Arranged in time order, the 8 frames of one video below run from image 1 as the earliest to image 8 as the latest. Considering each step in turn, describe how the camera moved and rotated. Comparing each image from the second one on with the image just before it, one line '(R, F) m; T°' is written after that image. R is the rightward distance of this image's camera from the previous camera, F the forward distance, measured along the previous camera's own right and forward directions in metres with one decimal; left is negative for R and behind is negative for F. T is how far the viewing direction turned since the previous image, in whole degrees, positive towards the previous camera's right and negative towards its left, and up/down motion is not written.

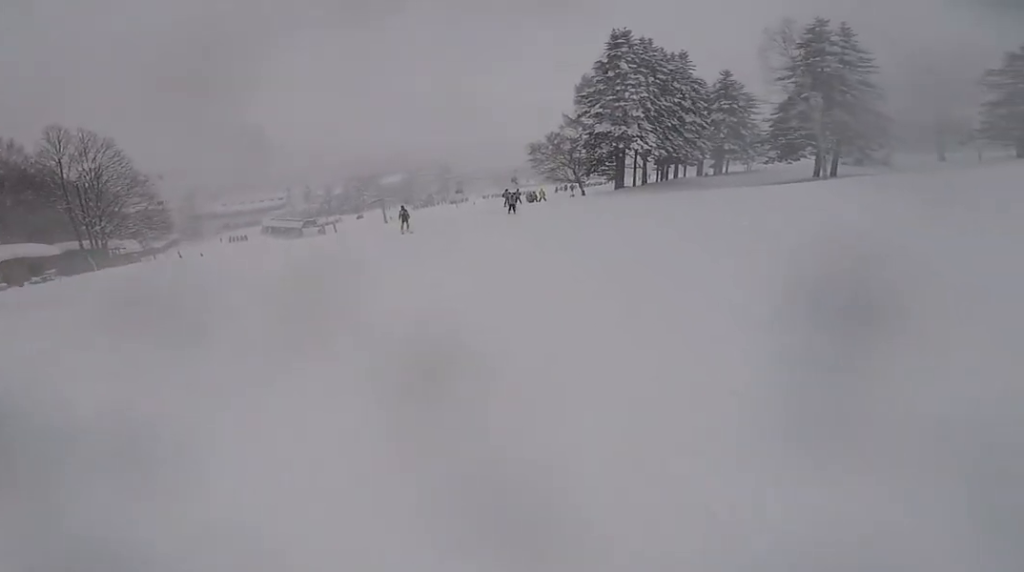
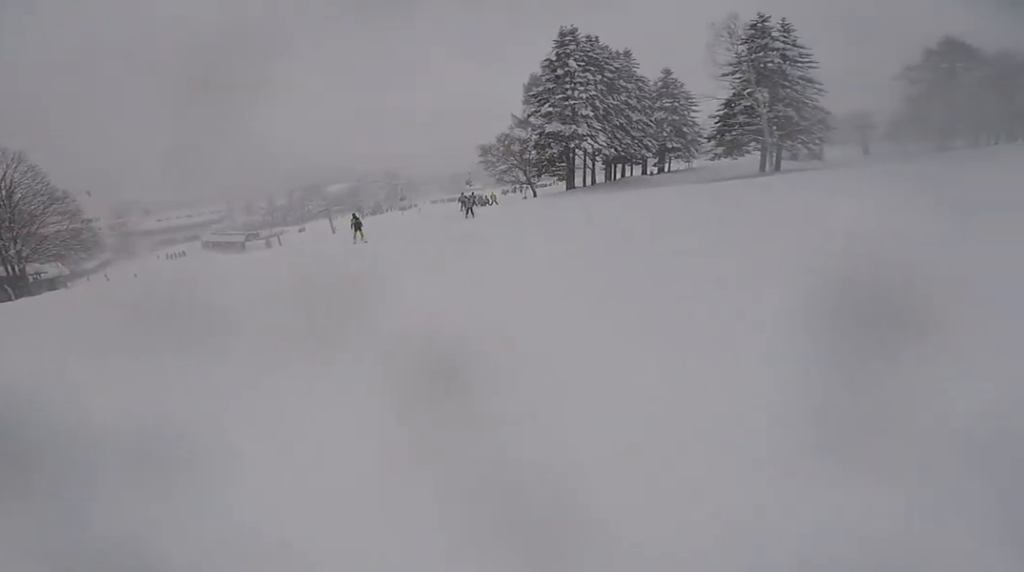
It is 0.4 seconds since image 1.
(+0.5, +2.4) m; +6°
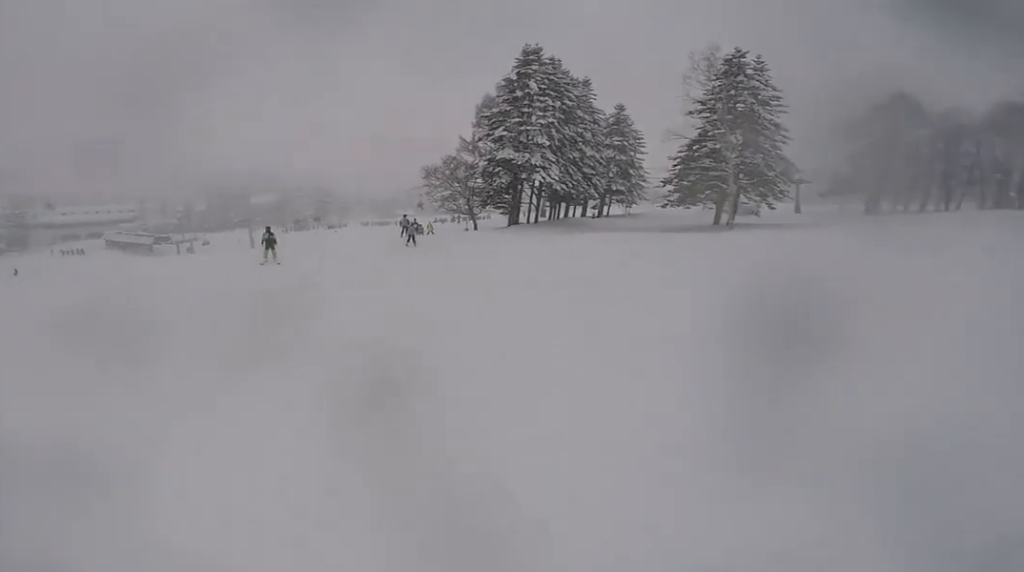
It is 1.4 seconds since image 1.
(+0.7, +6.1) m; -3°
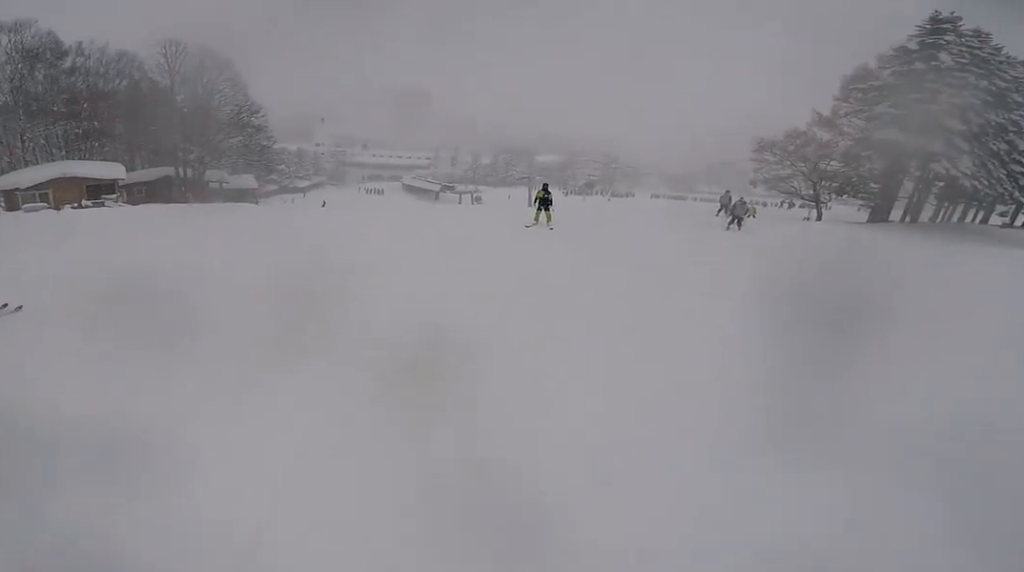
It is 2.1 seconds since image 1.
(-0.4, +4.4) m; -7°
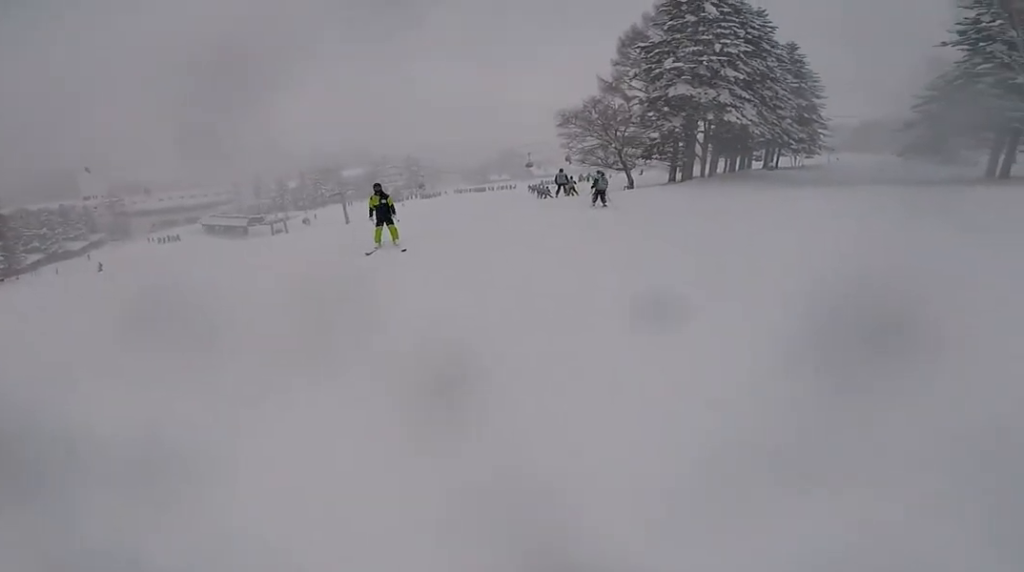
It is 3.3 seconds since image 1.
(-0.3, +6.6) m; +12°
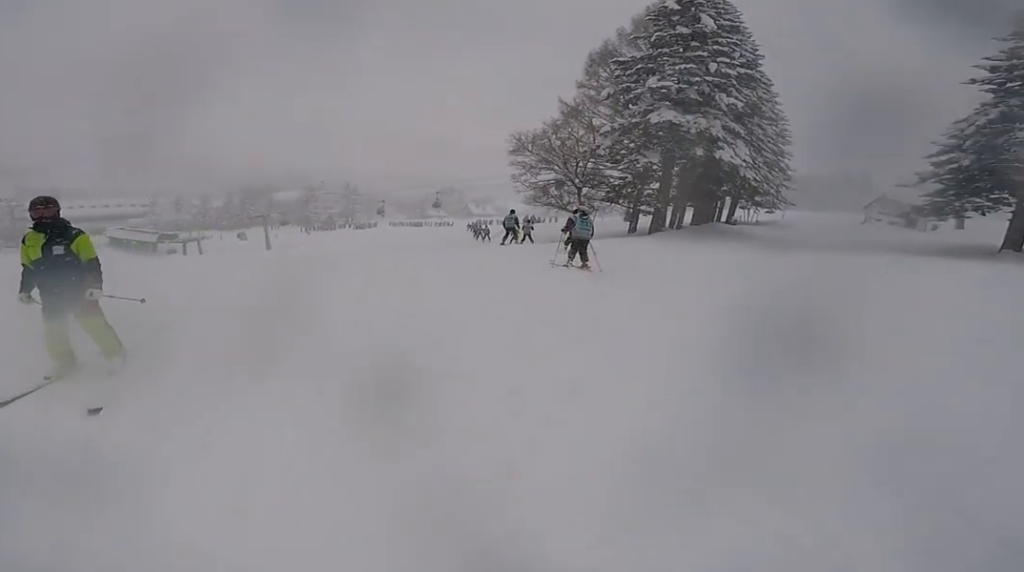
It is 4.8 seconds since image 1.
(+2.3, +8.1) m; +9°
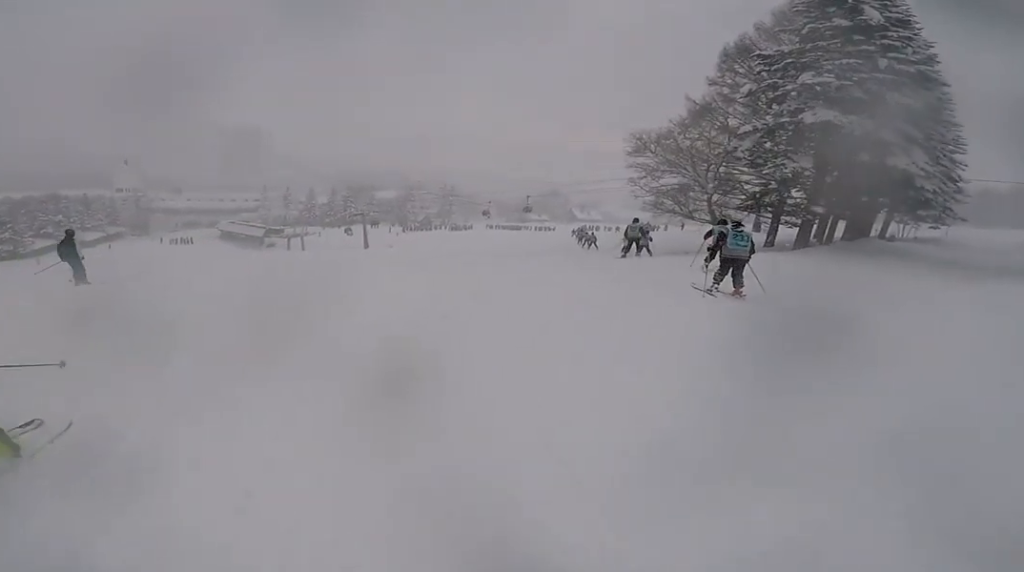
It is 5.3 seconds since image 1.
(-0.6, +2.2) m; -5°
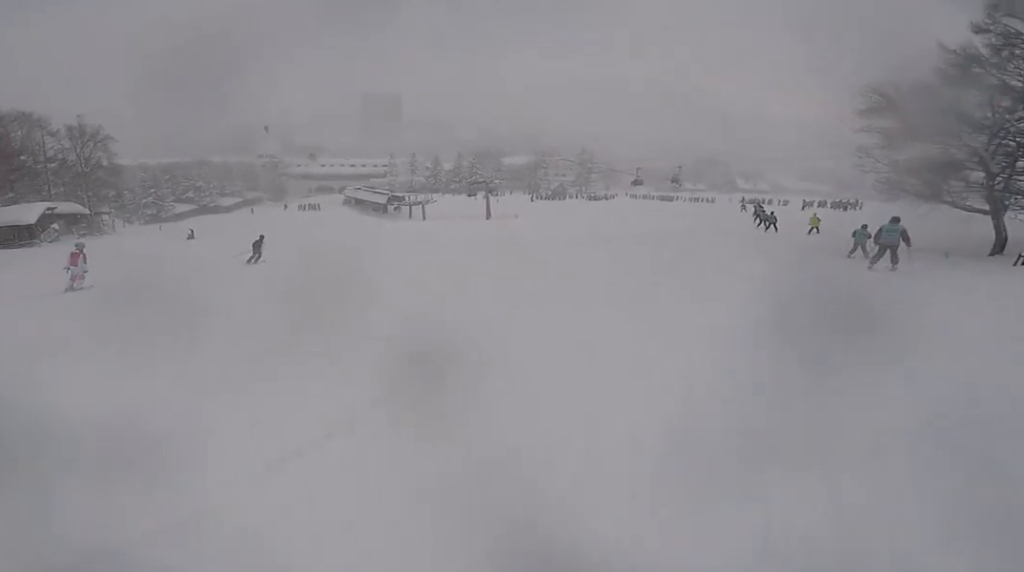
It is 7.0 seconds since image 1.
(-0.4, +8.2) m; -2°
